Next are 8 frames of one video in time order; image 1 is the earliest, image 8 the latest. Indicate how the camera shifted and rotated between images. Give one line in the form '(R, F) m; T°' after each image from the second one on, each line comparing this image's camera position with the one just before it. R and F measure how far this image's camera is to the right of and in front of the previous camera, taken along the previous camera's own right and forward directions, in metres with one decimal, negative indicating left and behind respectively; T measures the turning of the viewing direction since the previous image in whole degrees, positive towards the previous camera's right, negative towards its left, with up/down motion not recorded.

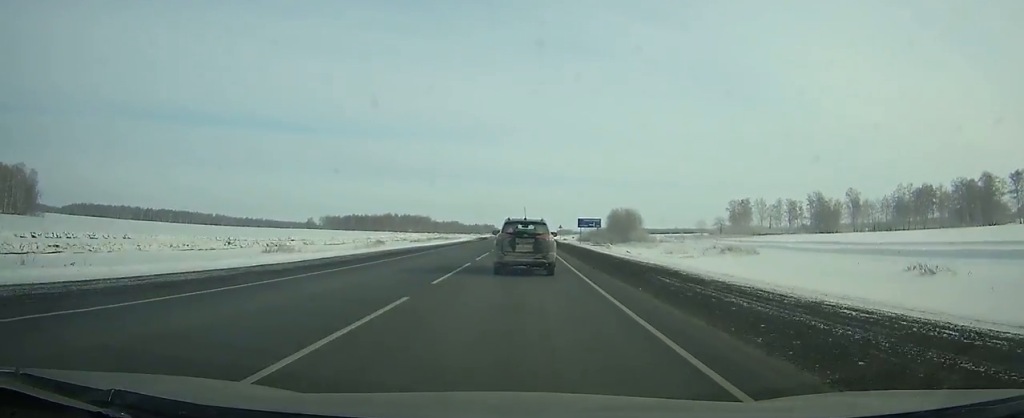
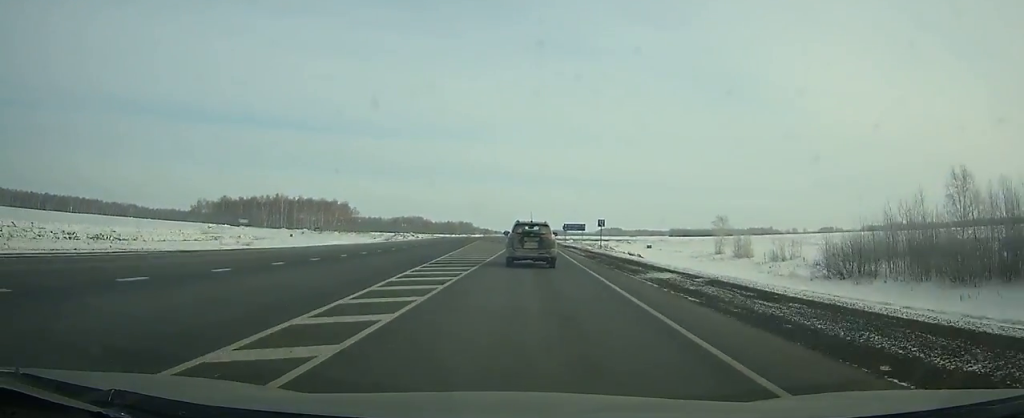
(+1.3, +246.5) m; +1°
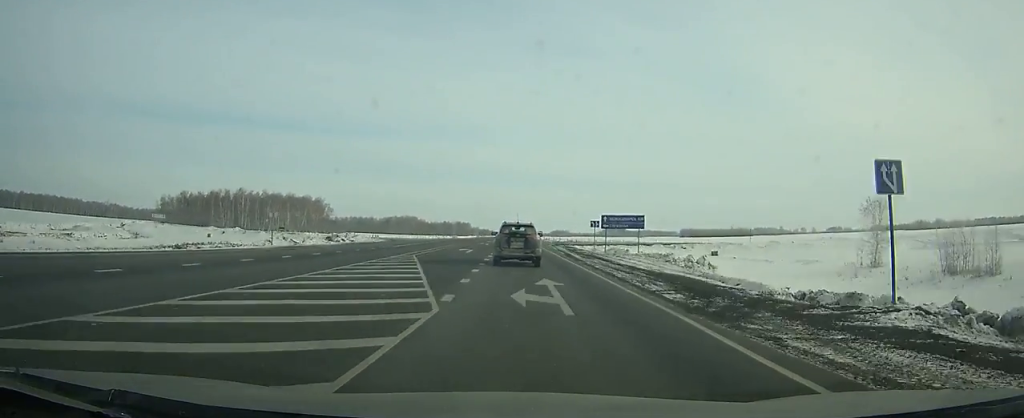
(+0.1, +47.0) m; 0°
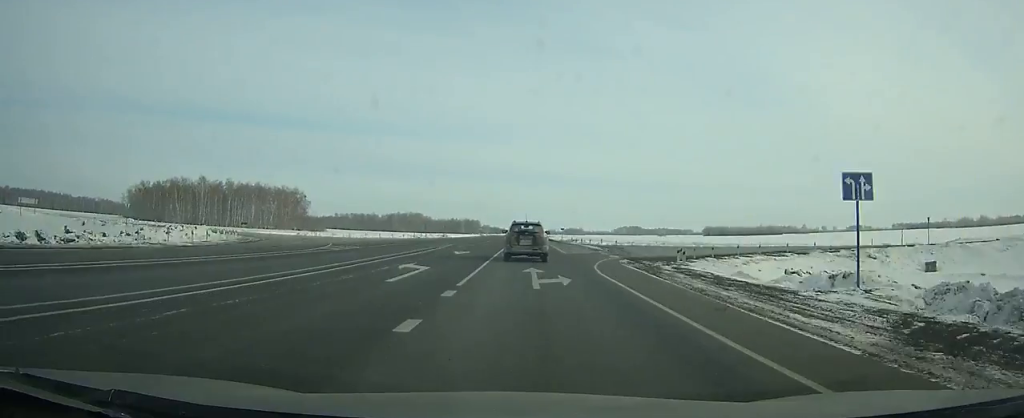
(-0.1, +48.8) m; 0°
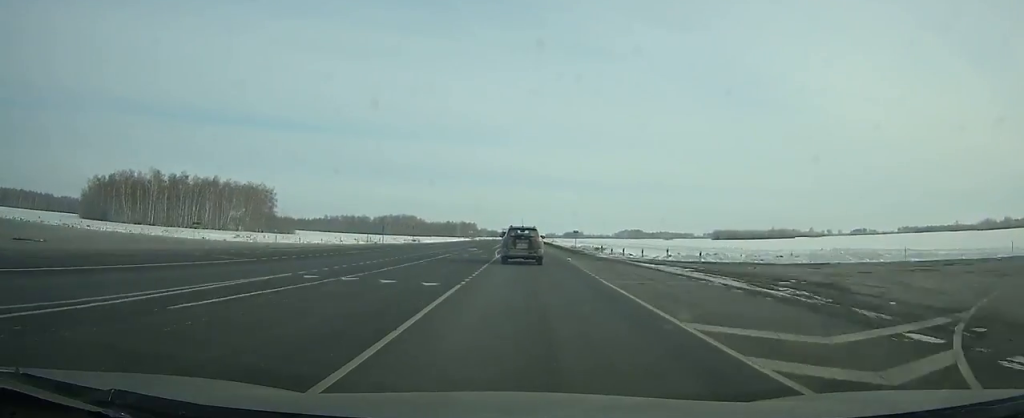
(-0.1, +32.9) m; 0°
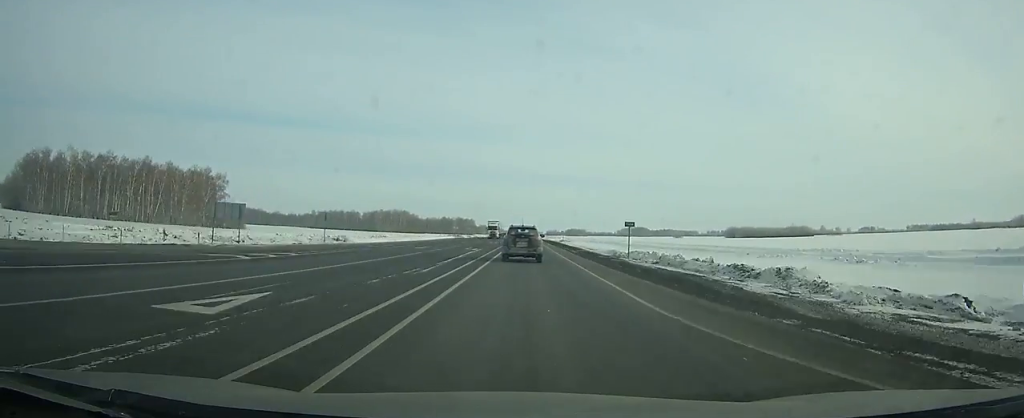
(0.0, +40.3) m; 0°
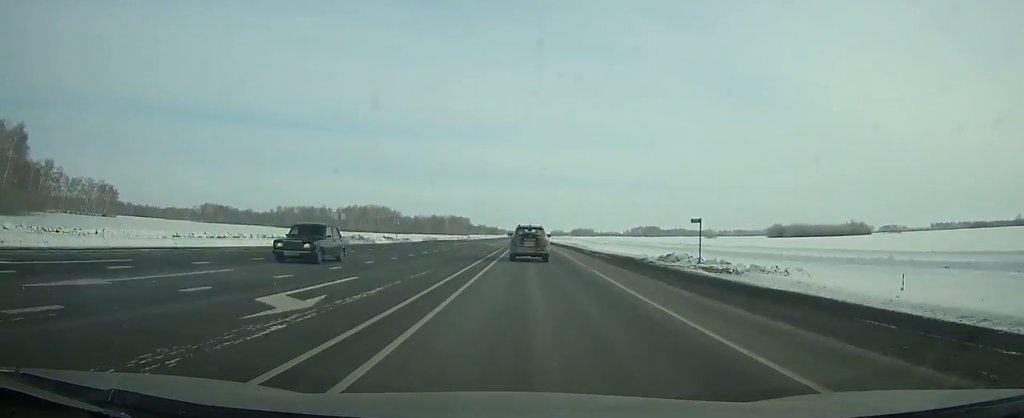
(-0.3, +95.3) m; 0°
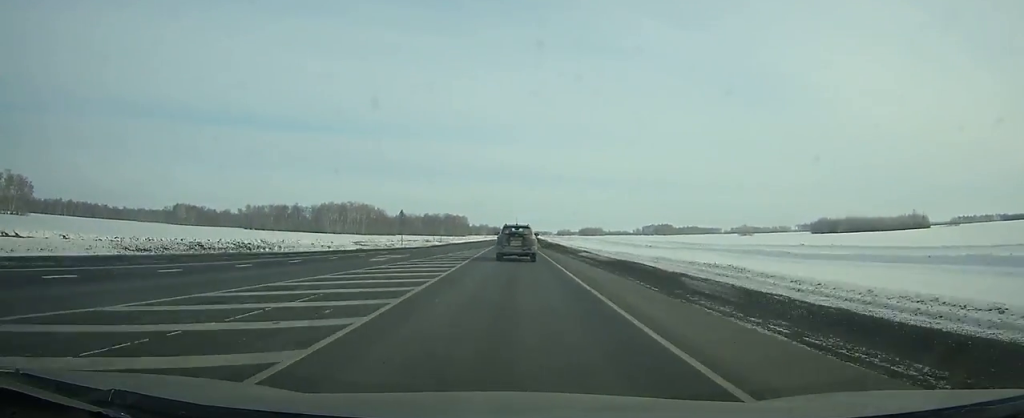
(-0.1, +71.4) m; 0°
